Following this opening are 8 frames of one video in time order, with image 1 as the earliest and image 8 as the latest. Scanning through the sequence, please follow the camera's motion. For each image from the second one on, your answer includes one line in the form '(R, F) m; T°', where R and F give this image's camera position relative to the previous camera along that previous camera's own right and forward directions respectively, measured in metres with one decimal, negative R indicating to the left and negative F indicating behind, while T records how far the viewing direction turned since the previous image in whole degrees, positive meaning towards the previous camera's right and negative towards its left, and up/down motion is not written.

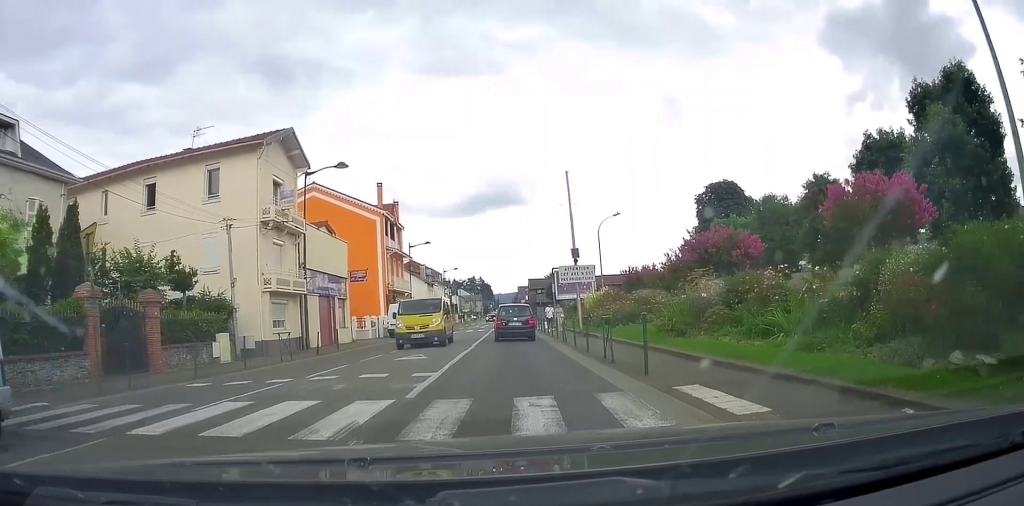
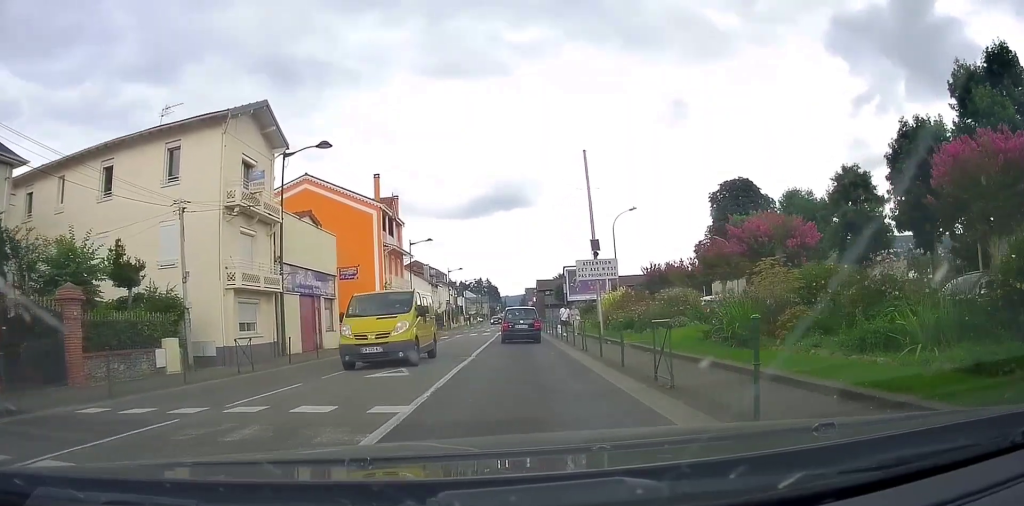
(0.0, +4.4) m; -1°
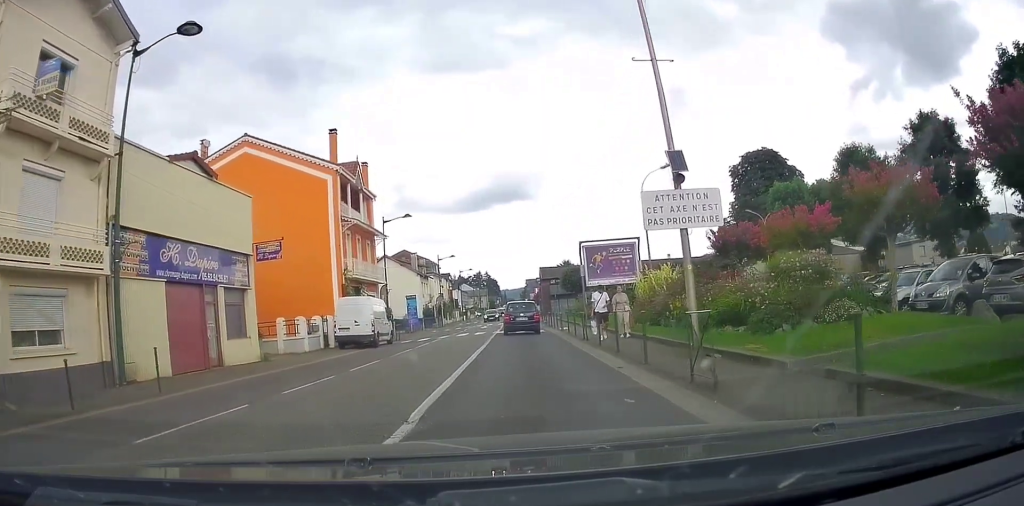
(-0.5, +12.1) m; -3°
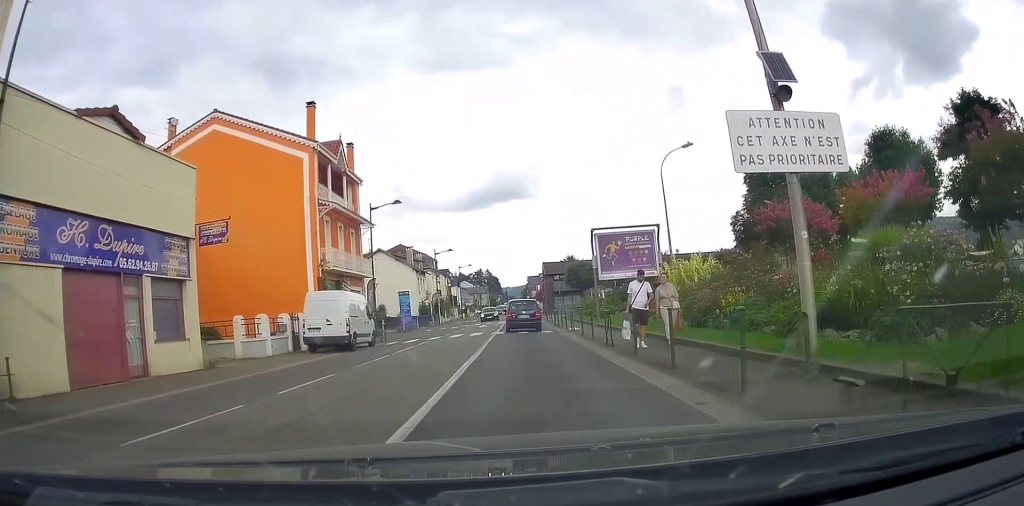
(+0.1, +4.7) m; +1°
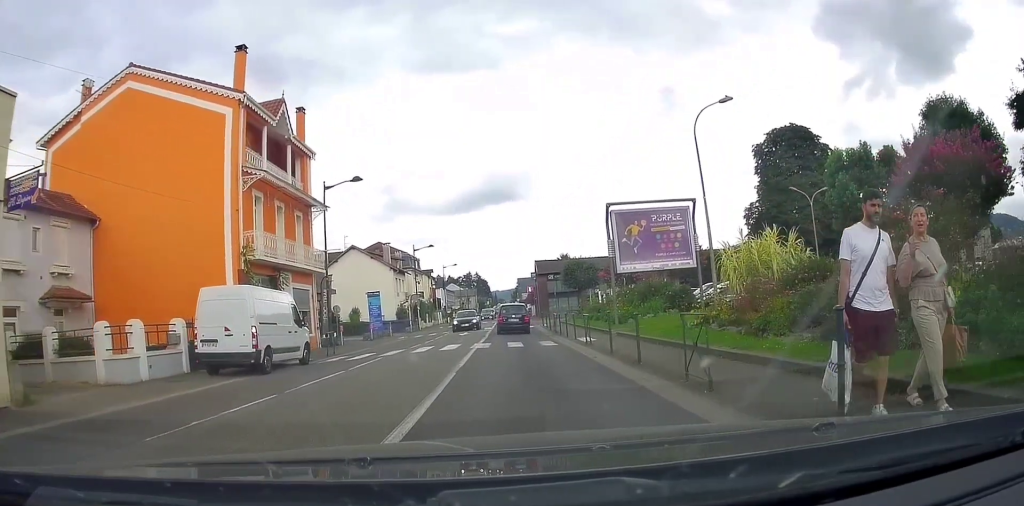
(+0.1, +8.1) m; +1°
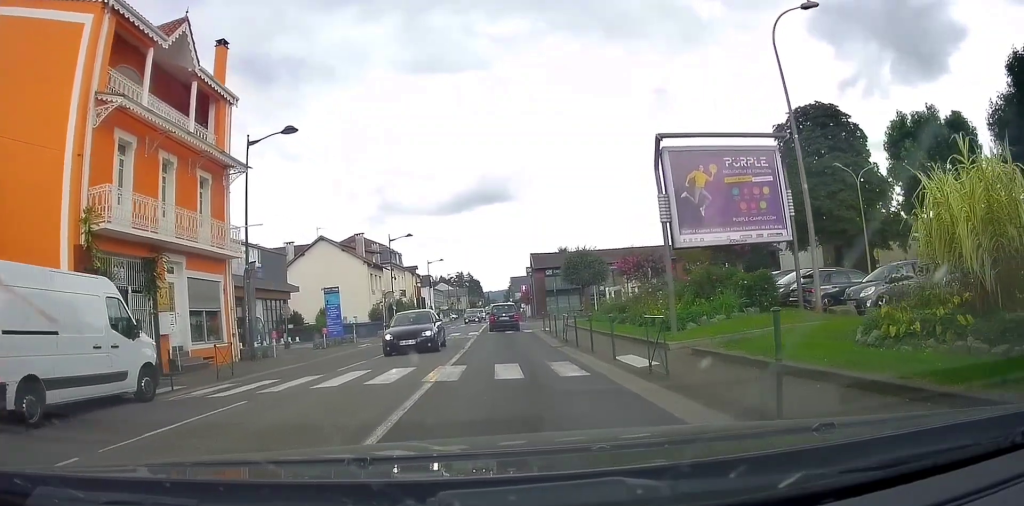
(+0.1, +9.0) m; 0°
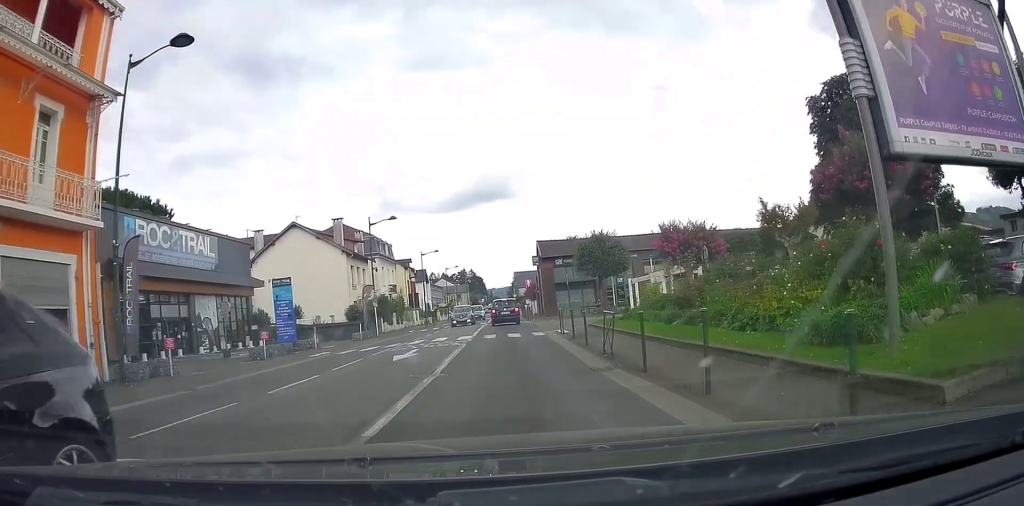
(0.0, +8.3) m; 0°
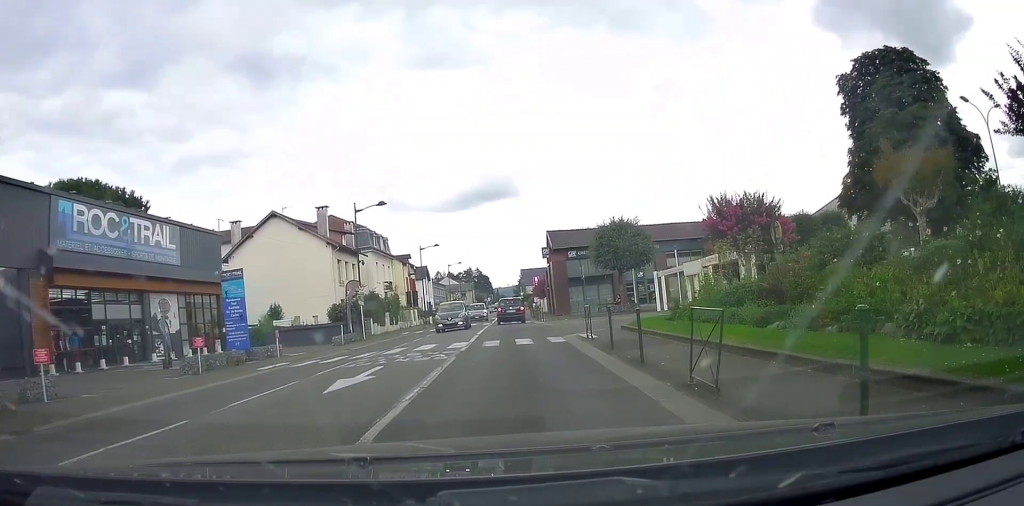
(0.0, +5.8) m; 0°
